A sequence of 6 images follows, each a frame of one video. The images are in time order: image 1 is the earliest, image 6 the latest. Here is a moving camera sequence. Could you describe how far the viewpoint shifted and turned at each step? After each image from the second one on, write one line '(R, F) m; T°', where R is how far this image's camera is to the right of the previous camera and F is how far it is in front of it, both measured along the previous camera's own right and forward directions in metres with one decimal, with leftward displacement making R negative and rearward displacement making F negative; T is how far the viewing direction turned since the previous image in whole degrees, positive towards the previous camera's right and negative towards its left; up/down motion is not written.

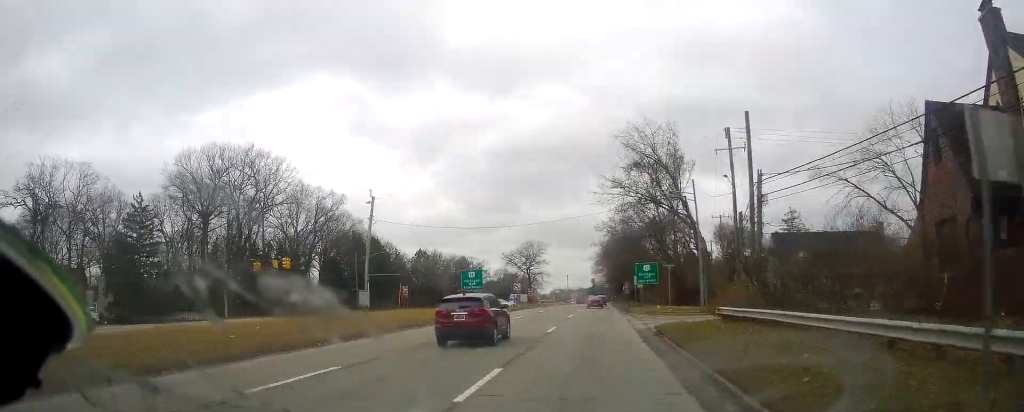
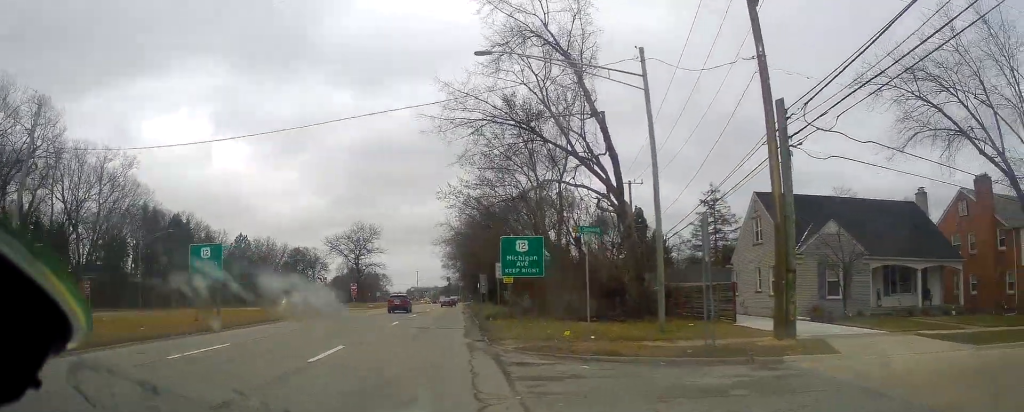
(+2.2, +33.7) m; +24°
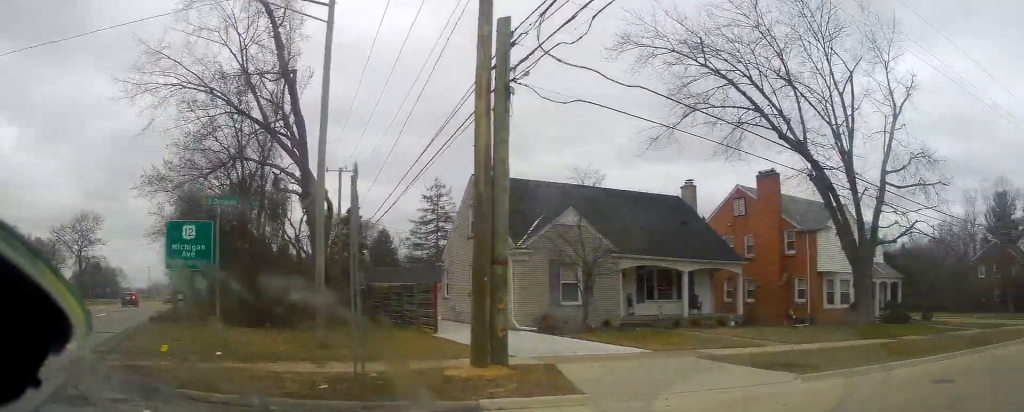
(+2.1, +6.4) m; +31°
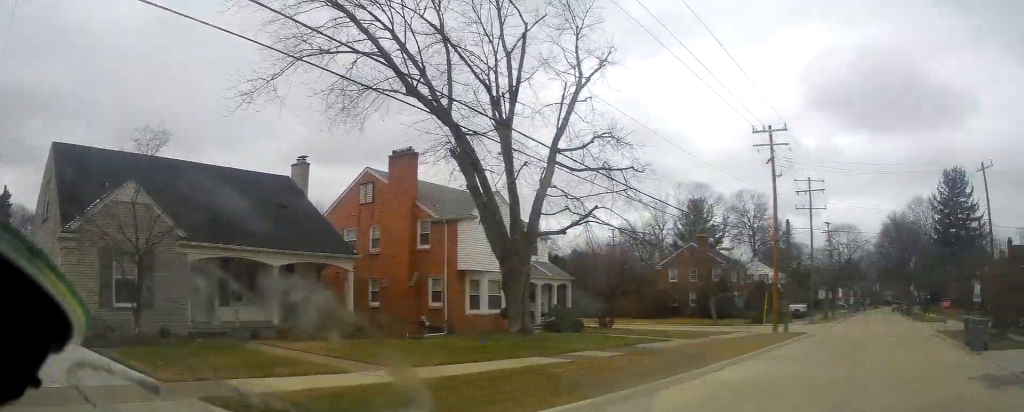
(+1.4, +6.1) m; +26°
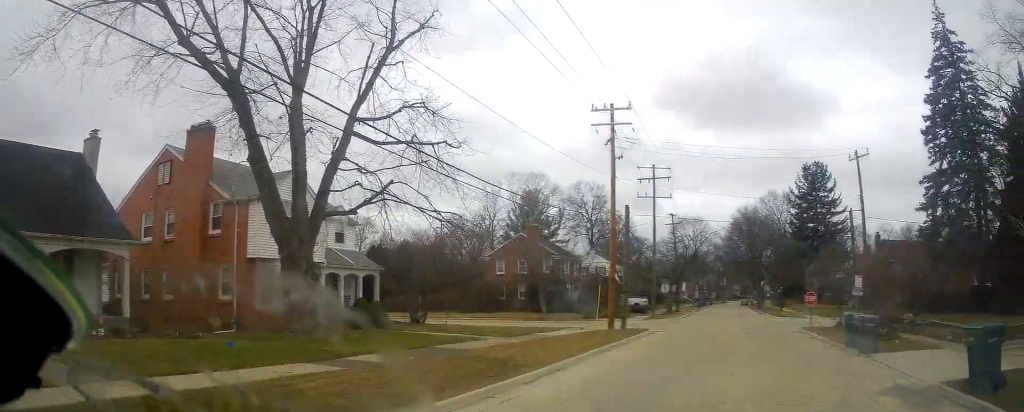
(+0.5, +3.5) m; +11°
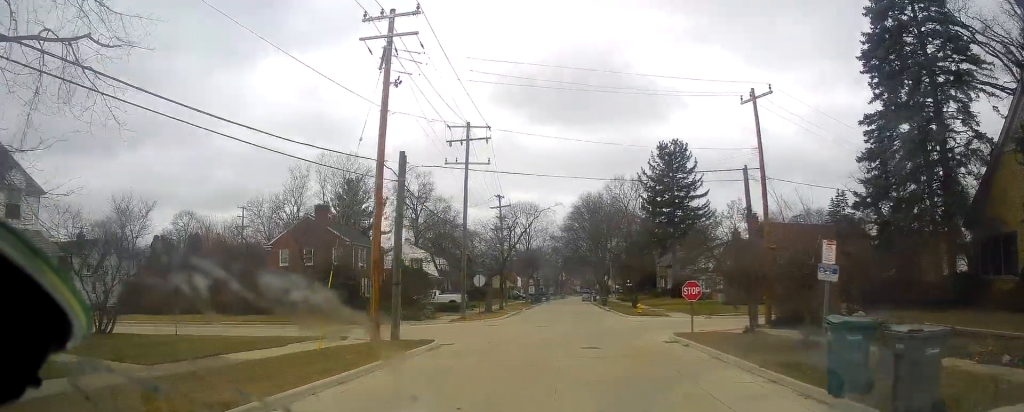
(+2.6, +10.8) m; +21°
